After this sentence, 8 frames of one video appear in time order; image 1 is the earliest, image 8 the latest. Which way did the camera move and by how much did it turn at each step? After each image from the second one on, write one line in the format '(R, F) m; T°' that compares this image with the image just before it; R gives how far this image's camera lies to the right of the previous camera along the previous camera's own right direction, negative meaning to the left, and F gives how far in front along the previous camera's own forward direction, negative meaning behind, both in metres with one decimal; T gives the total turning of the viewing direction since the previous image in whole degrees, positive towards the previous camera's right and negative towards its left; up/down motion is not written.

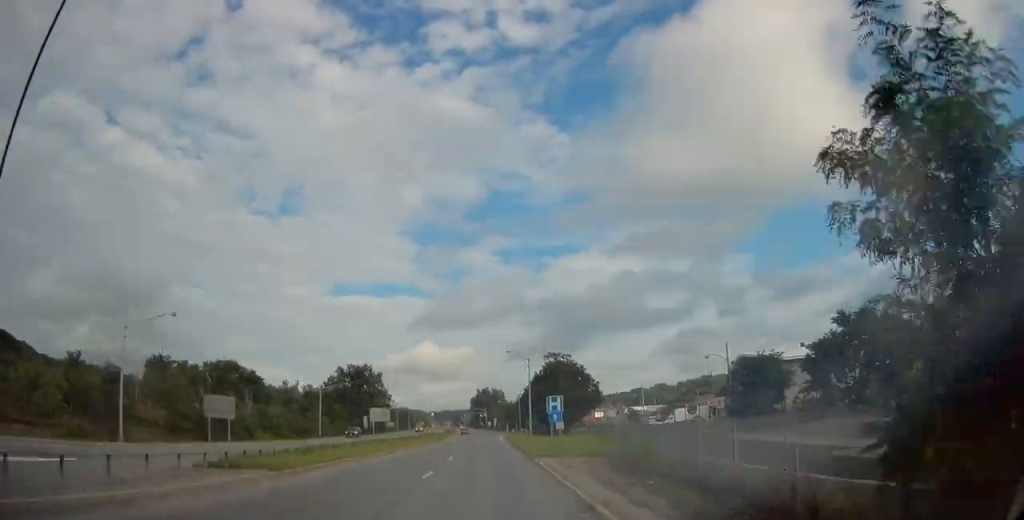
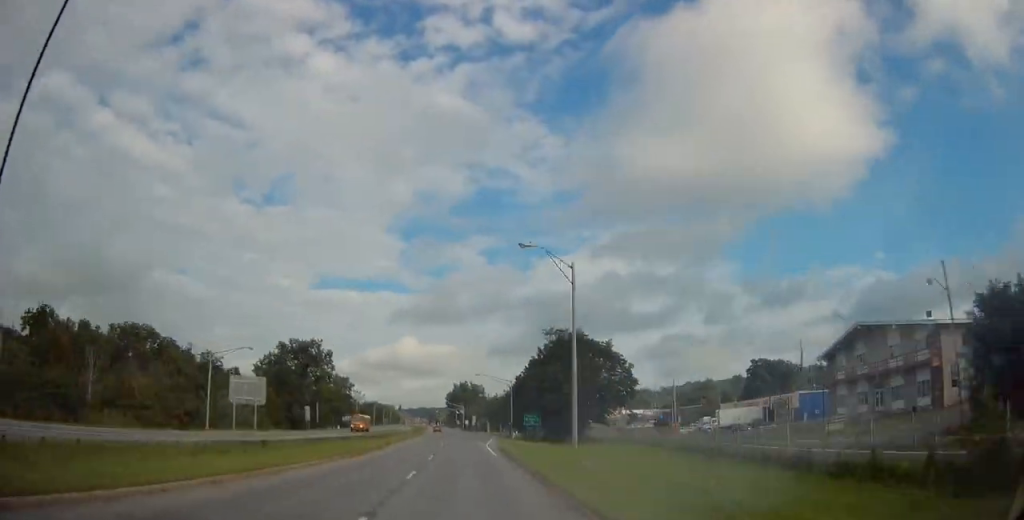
(+1.6, +36.2) m; +3°
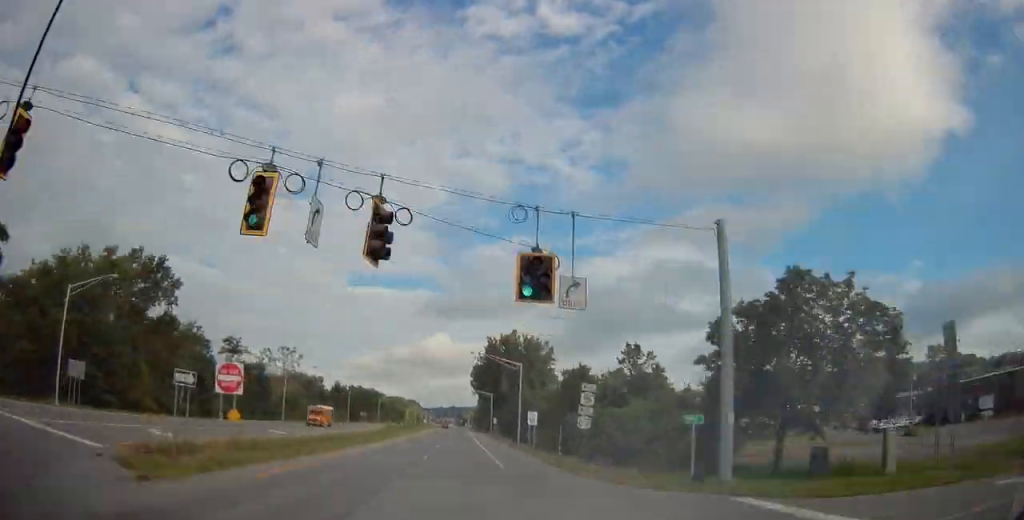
(-0.7, +147.3) m; -1°
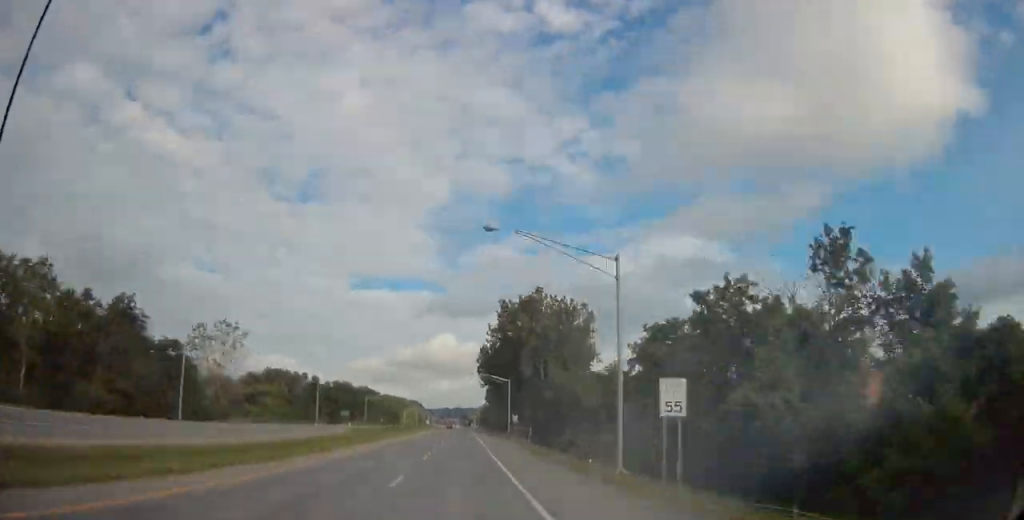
(-0.1, +37.3) m; 0°
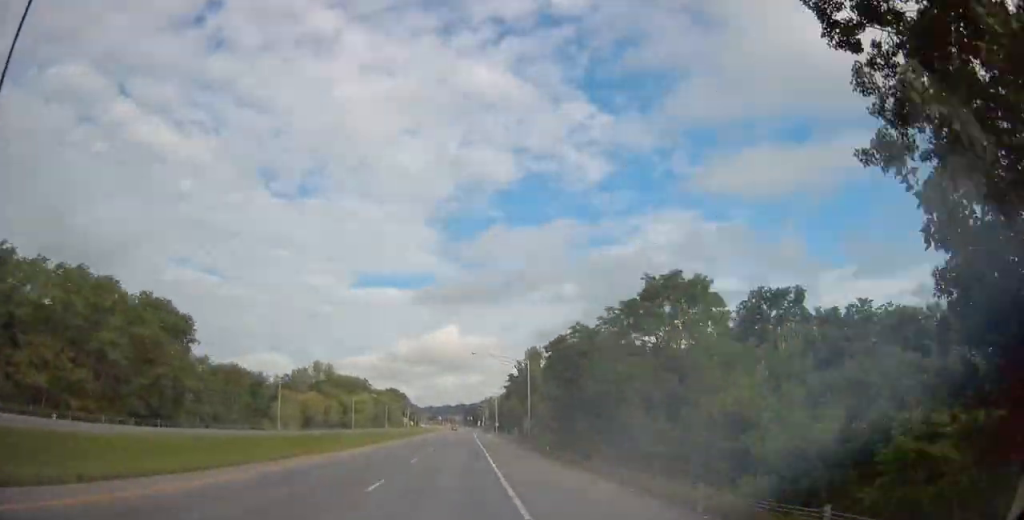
(-1.1, +194.6) m; 0°
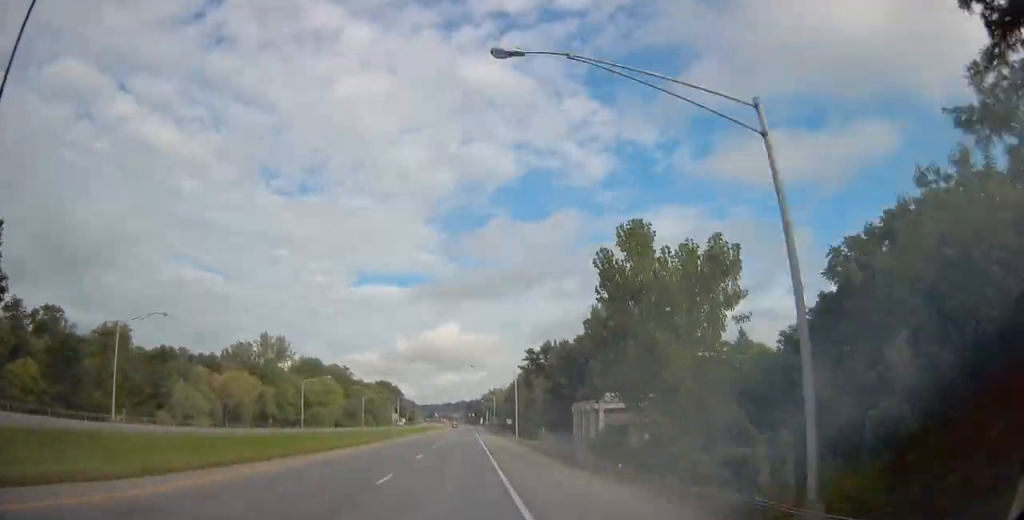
(+0.2, +46.3) m; 0°
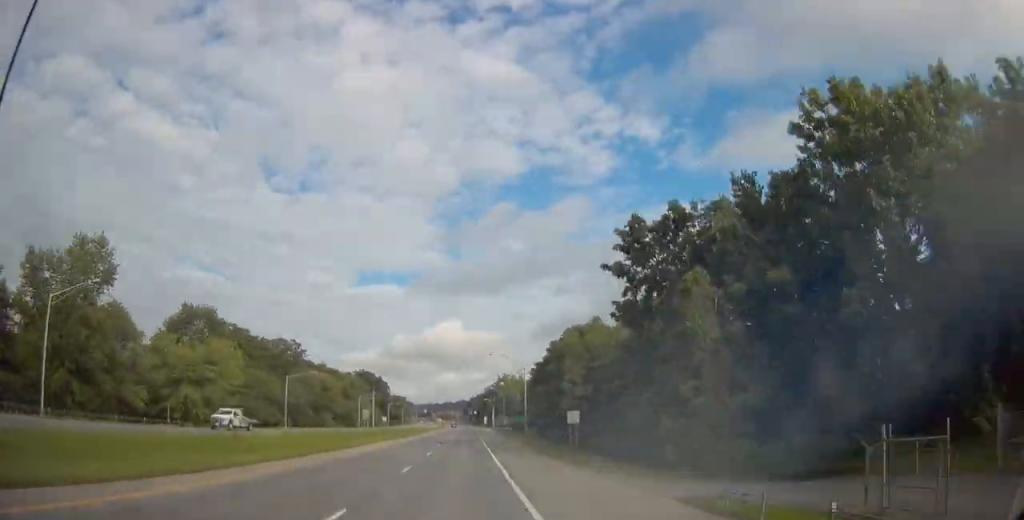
(-0.1, +68.4) m; 0°
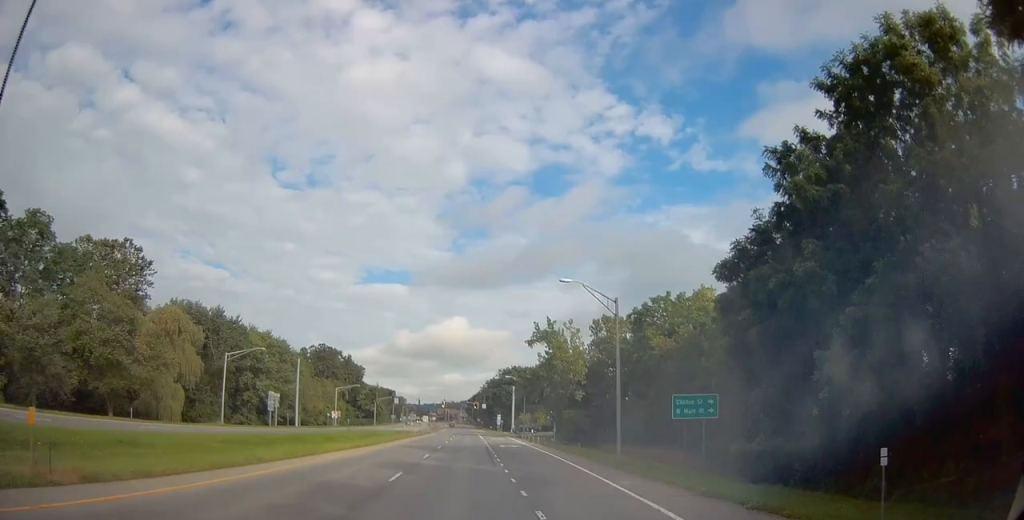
(-0.2, +86.6) m; 0°
